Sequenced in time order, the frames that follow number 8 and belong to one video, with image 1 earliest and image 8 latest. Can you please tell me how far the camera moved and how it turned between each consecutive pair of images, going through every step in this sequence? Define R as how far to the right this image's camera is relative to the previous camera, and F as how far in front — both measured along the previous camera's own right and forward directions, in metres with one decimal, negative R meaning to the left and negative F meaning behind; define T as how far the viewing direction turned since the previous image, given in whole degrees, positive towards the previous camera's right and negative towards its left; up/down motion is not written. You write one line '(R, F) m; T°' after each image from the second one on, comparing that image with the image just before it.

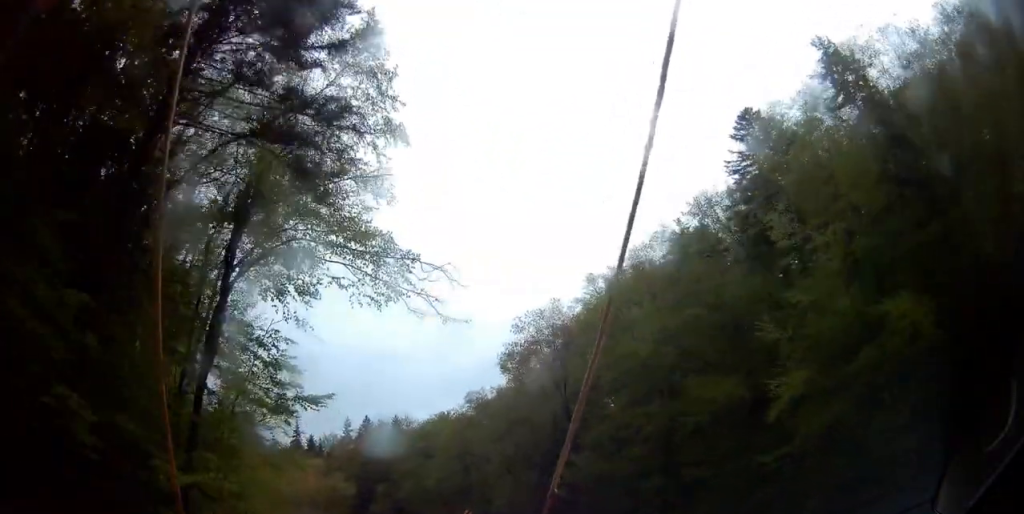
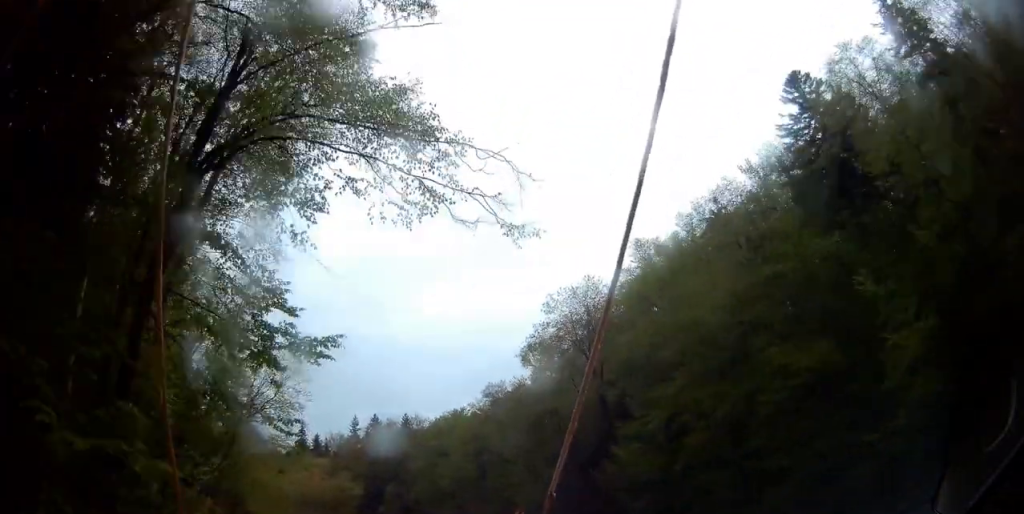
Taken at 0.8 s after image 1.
(-0.2, +6.5) m; -4°
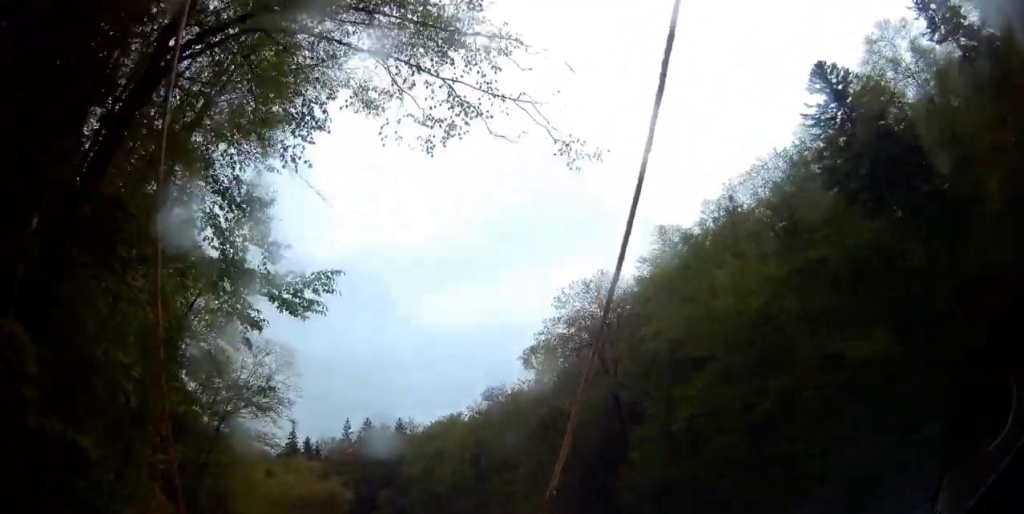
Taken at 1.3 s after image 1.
(-0.2, +3.9) m; 0°
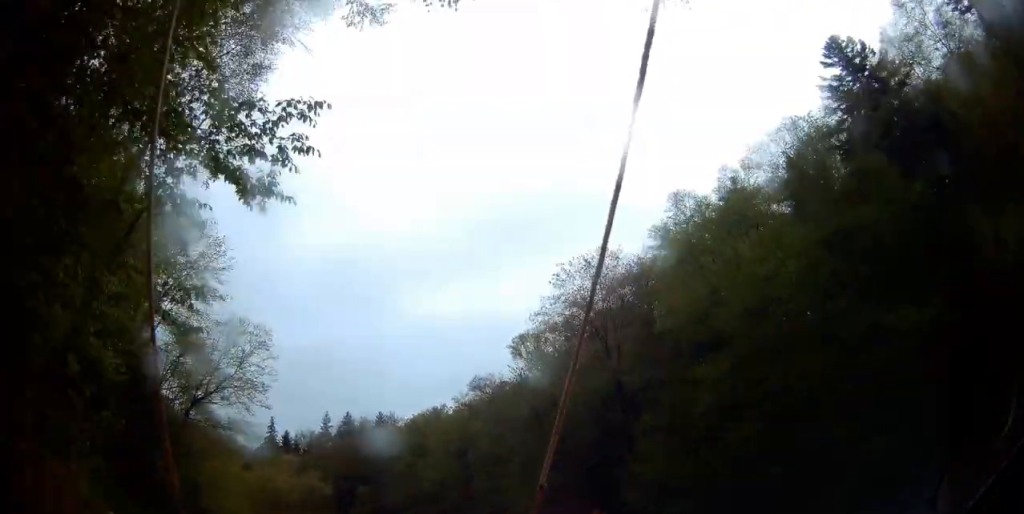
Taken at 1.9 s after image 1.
(-0.1, +4.4) m; +1°
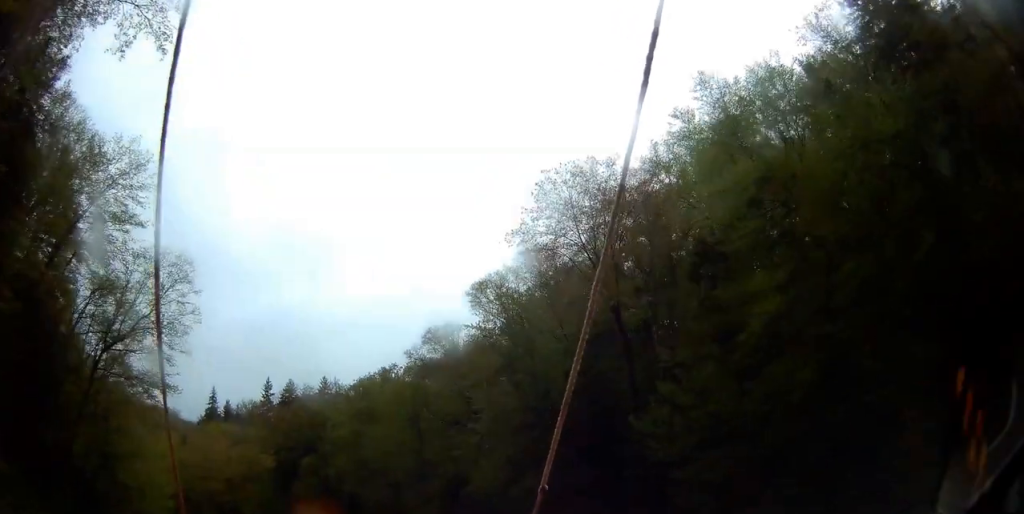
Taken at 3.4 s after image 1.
(+0.5, +9.2) m; +6°
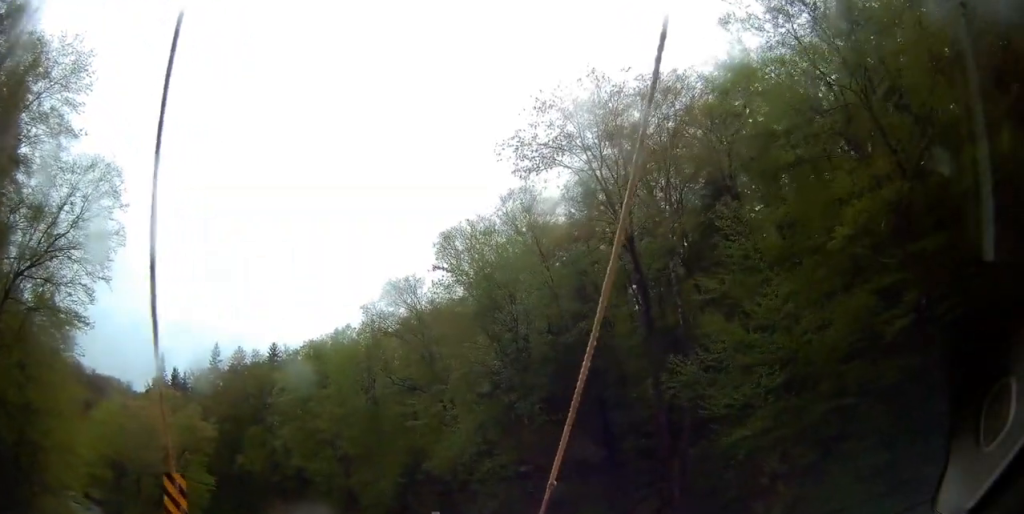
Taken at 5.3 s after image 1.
(+0.7, +7.5) m; +11°
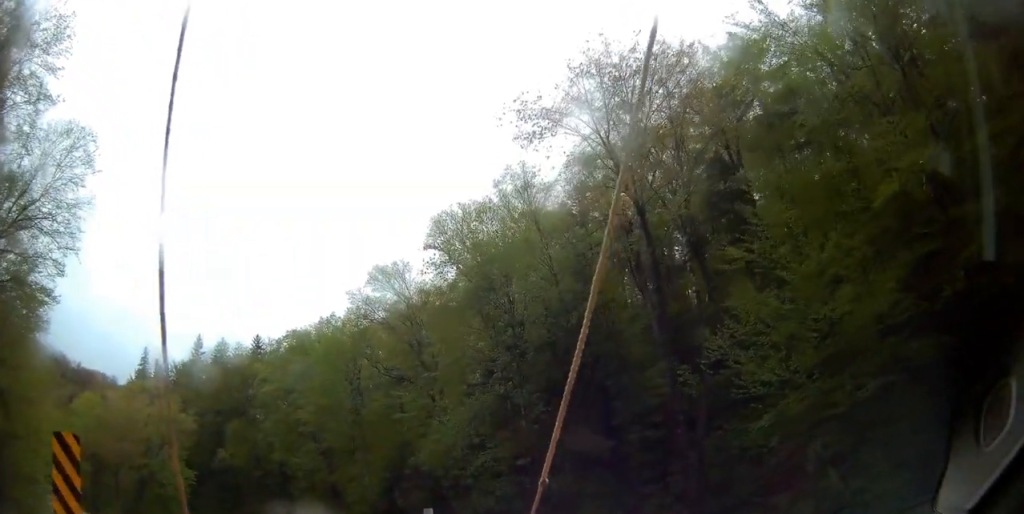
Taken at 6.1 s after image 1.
(+0.1, +2.7) m; +2°
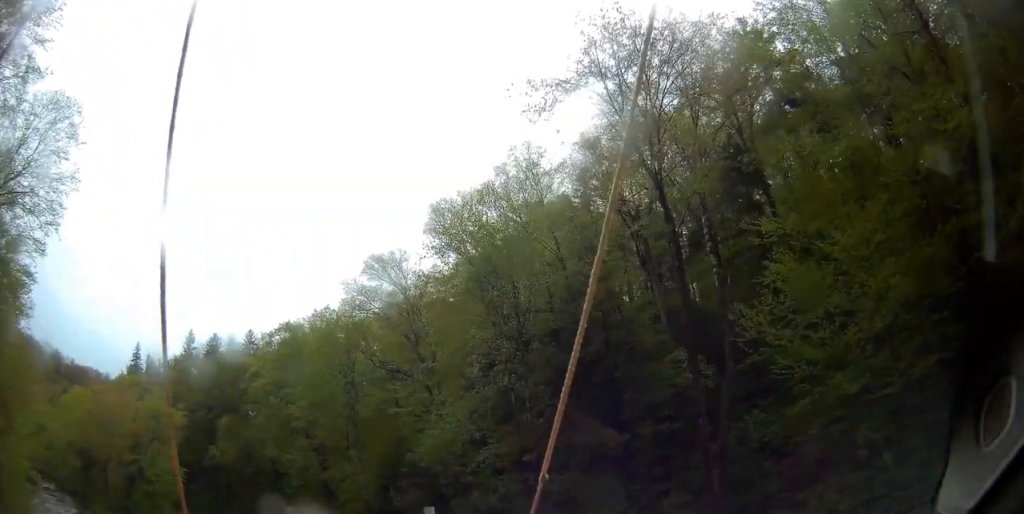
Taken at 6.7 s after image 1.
(0.0, +2.2) m; 0°
